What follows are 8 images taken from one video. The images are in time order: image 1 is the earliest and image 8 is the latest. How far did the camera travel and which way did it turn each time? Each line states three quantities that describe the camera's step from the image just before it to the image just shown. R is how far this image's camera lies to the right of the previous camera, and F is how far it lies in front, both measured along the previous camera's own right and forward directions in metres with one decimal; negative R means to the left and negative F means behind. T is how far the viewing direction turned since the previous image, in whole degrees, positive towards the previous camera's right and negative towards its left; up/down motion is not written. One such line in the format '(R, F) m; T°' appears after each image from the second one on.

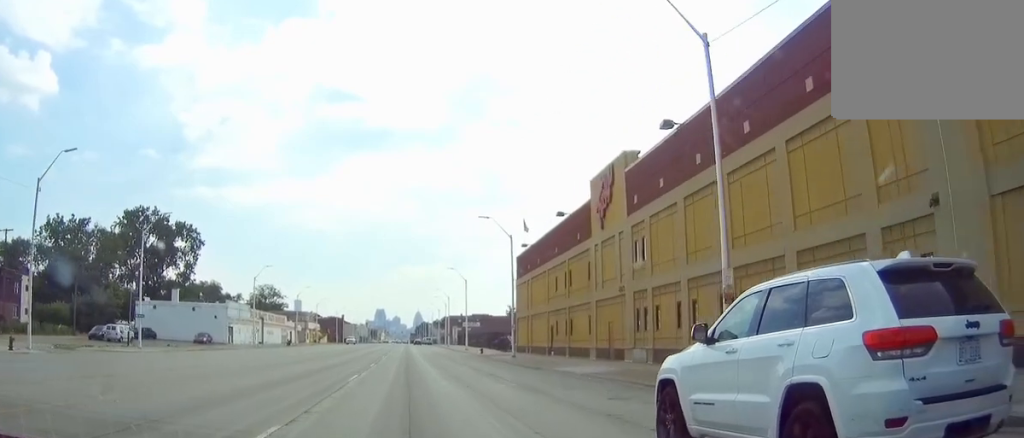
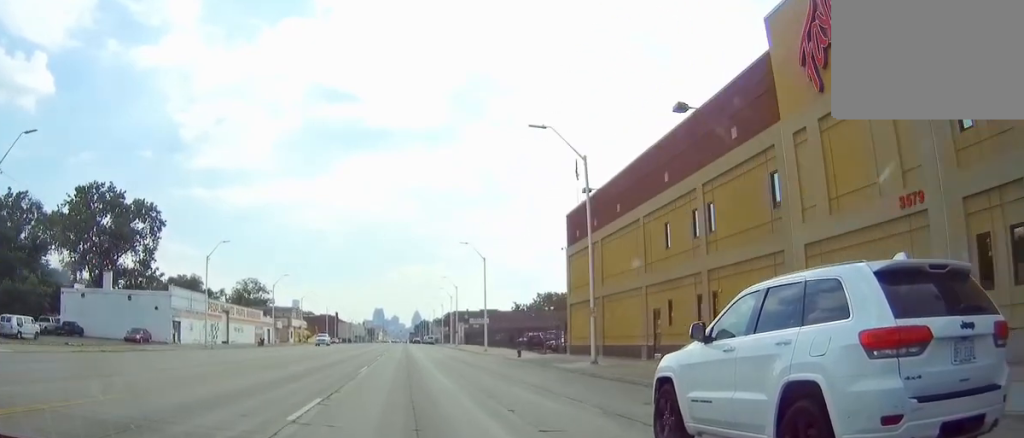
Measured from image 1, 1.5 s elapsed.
(+0.1, +26.1) m; 0°
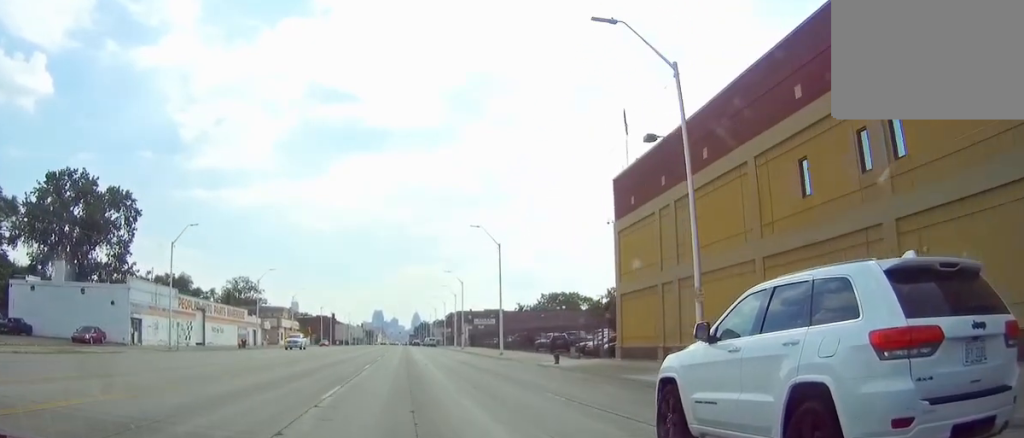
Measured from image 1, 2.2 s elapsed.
(0.0, +13.0) m; 0°
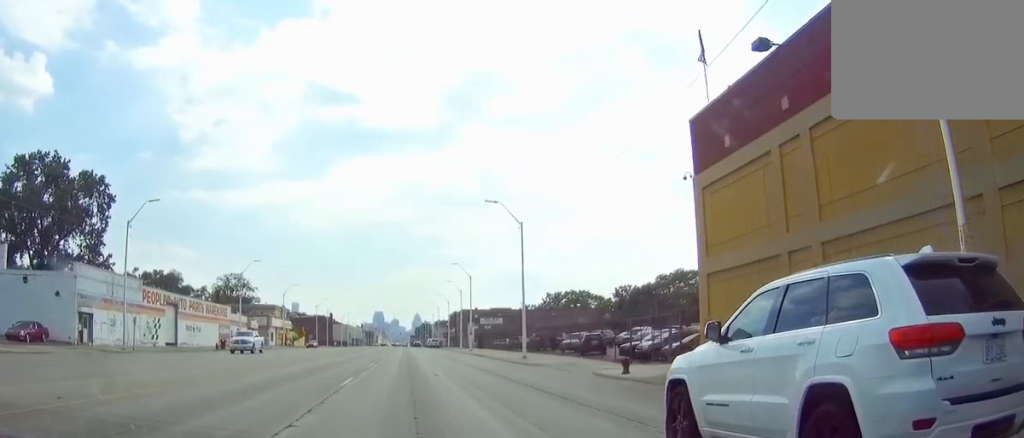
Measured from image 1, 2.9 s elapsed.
(-0.1, +12.2) m; 0°
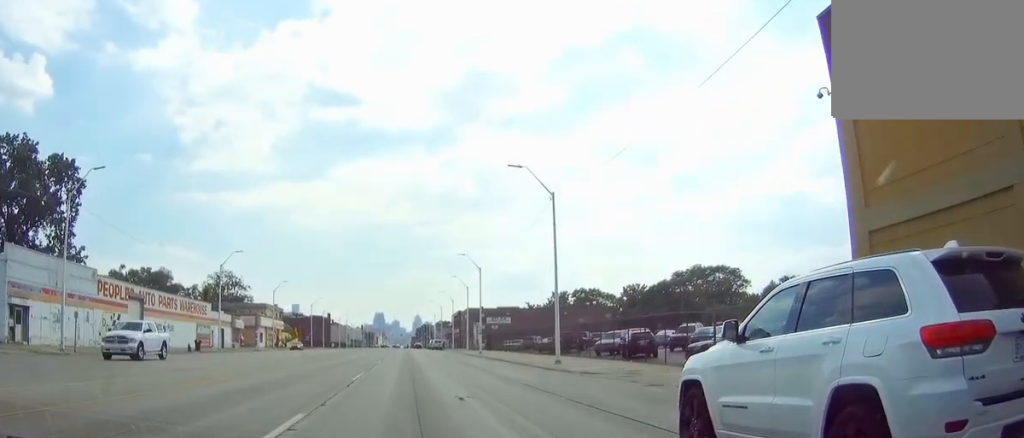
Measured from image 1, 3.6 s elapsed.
(0.0, +11.0) m; 0°
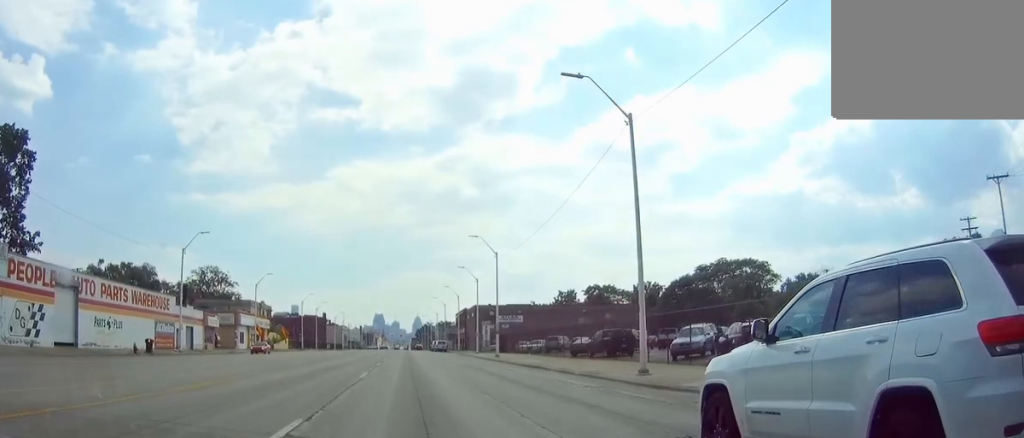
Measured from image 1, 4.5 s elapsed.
(+0.2, +15.2) m; +1°
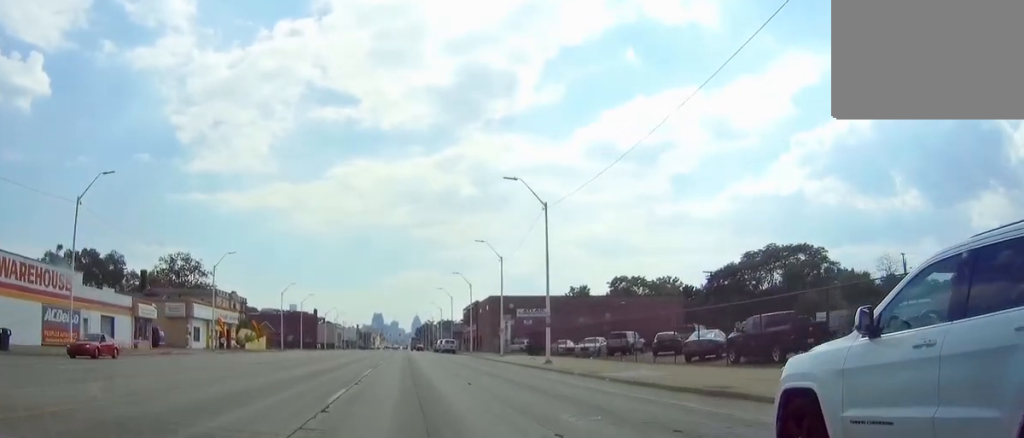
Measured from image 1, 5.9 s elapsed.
(+0.1, +24.3) m; +1°
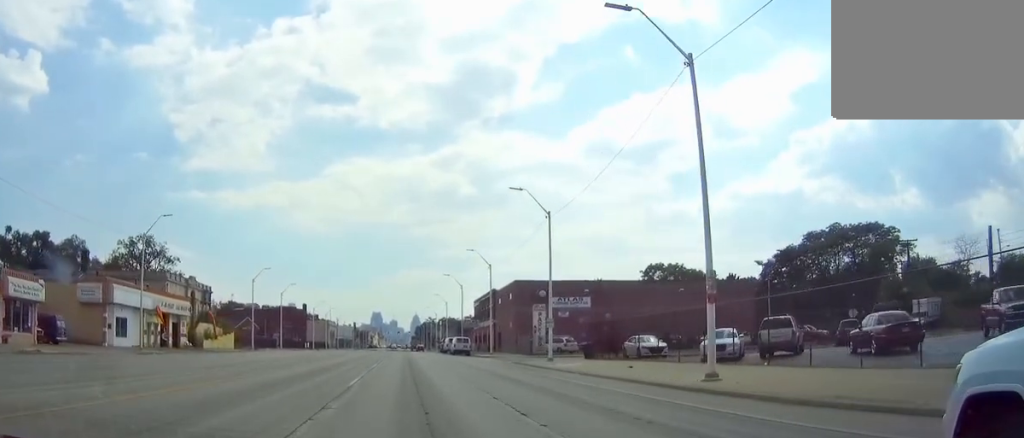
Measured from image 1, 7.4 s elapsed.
(+0.2, +23.5) m; +1°
